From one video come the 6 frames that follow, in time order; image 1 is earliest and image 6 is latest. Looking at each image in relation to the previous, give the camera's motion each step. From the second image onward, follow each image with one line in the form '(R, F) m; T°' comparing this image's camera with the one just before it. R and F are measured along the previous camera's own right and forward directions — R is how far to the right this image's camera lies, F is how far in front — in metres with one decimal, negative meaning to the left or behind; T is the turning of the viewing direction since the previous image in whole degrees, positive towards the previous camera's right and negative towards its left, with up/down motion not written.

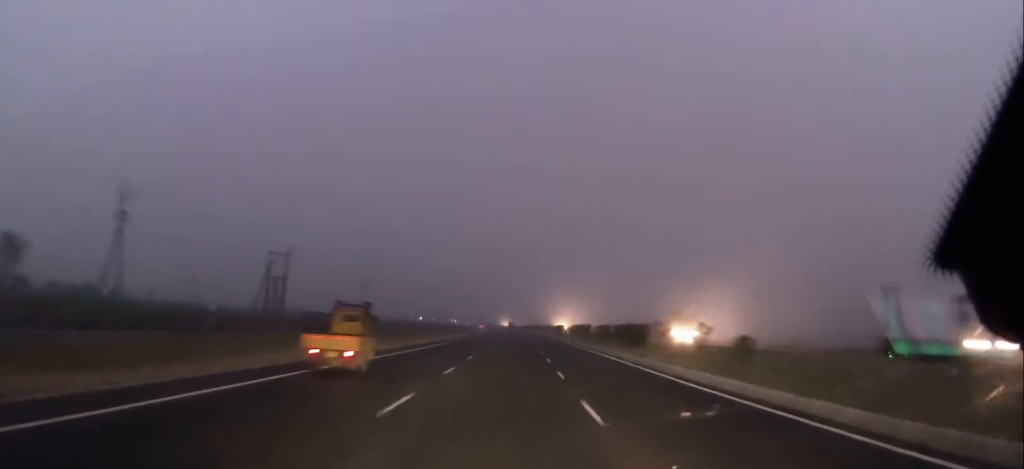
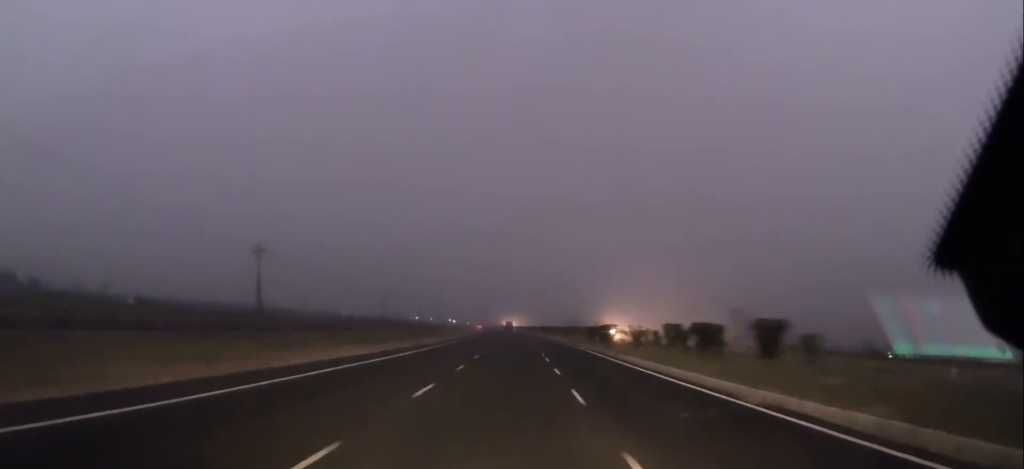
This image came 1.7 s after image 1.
(-0.1, +59.8) m; -1°
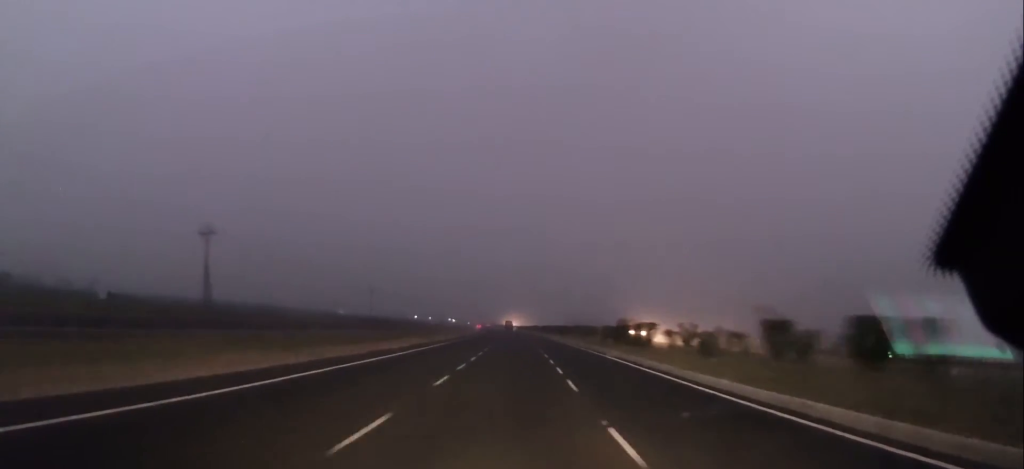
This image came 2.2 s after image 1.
(0.0, +15.1) m; 0°
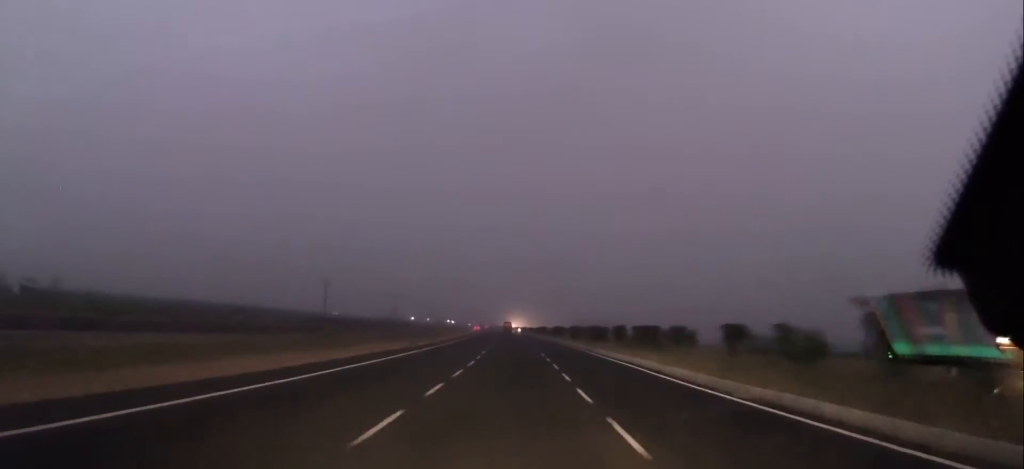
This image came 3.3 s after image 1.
(-0.2, +38.5) m; 0°
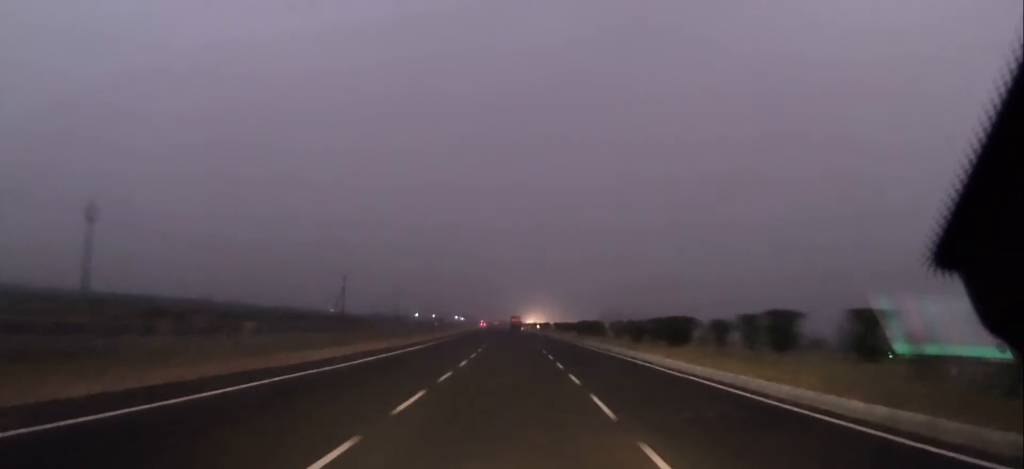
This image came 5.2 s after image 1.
(-0.4, +69.5) m; -1°
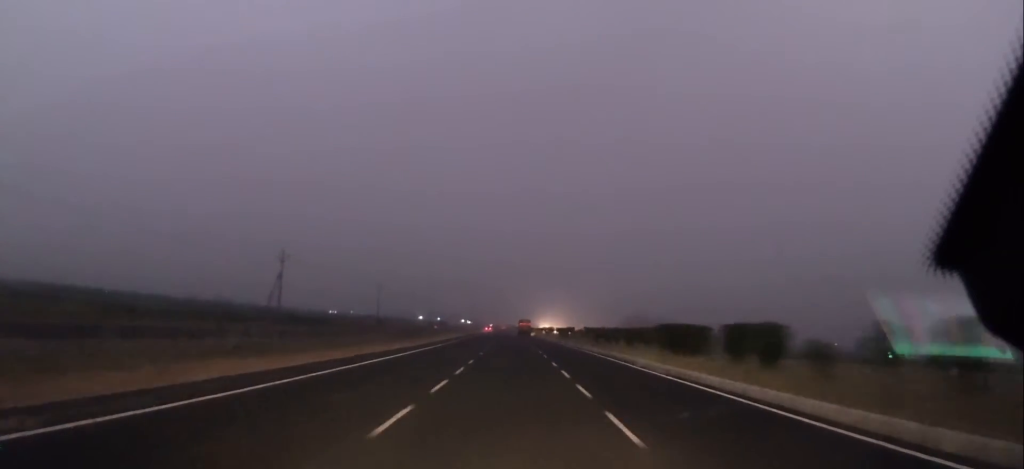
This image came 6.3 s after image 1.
(-0.2, +37.9) m; -1°
